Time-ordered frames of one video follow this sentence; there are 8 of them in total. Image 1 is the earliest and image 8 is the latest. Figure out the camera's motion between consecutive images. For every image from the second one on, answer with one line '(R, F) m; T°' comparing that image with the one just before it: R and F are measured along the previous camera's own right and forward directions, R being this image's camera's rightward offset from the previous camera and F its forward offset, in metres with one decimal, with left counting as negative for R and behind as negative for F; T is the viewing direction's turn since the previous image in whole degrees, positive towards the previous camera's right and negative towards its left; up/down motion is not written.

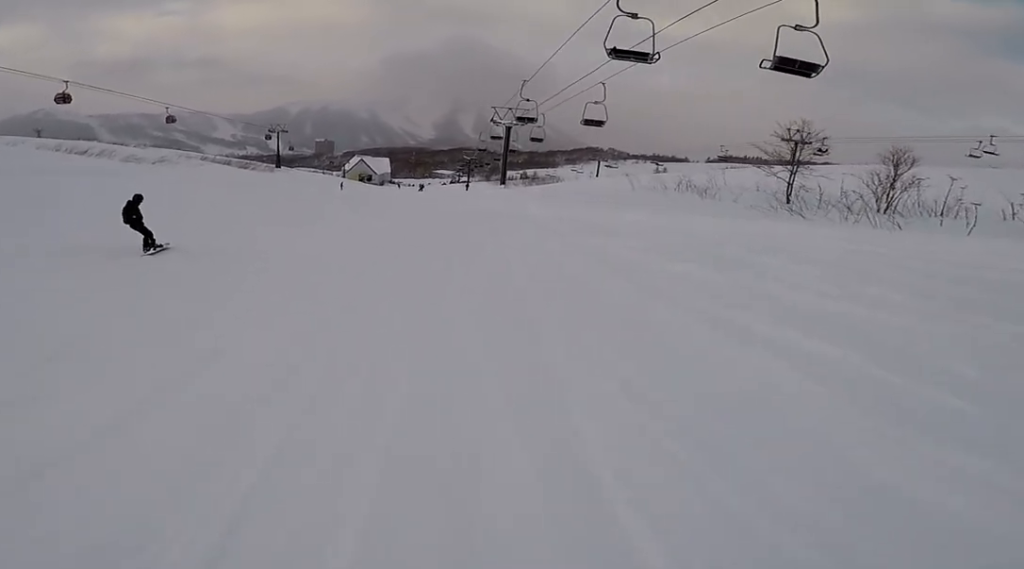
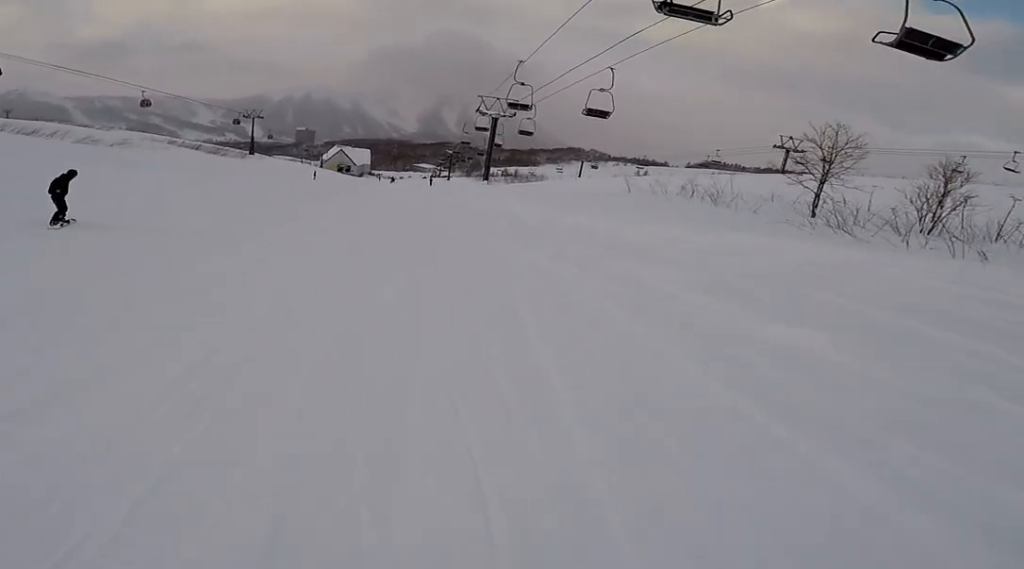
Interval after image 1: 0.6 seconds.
(0.0, +4.0) m; 0°
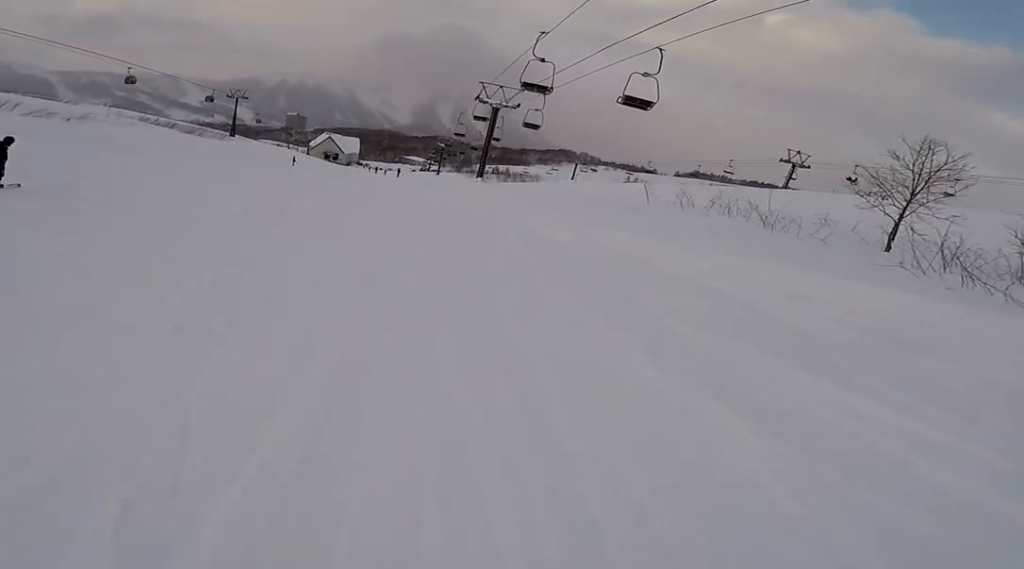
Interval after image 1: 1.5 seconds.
(0.0, +5.3) m; 0°
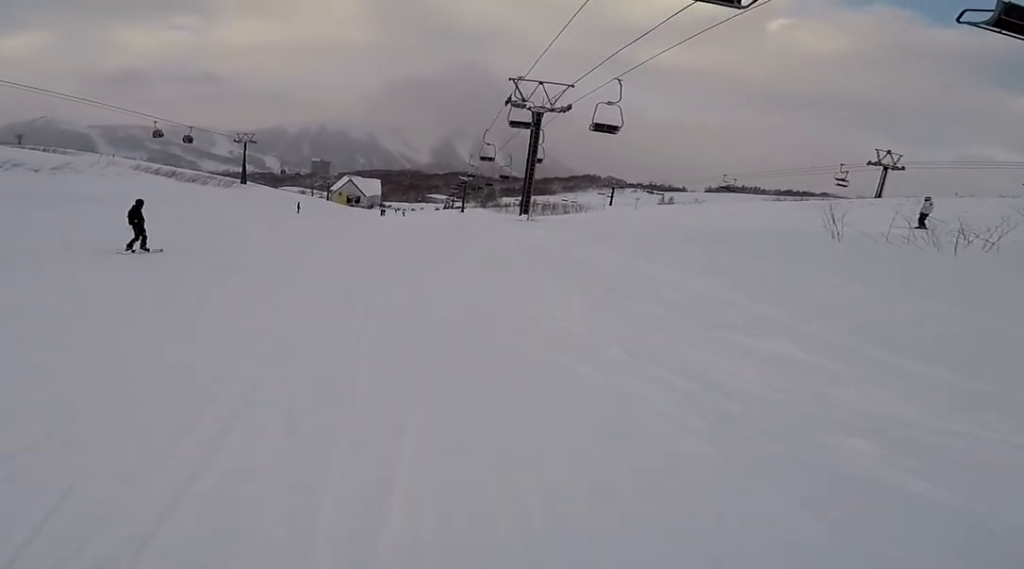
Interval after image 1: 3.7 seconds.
(-0.5, +12.3) m; -12°
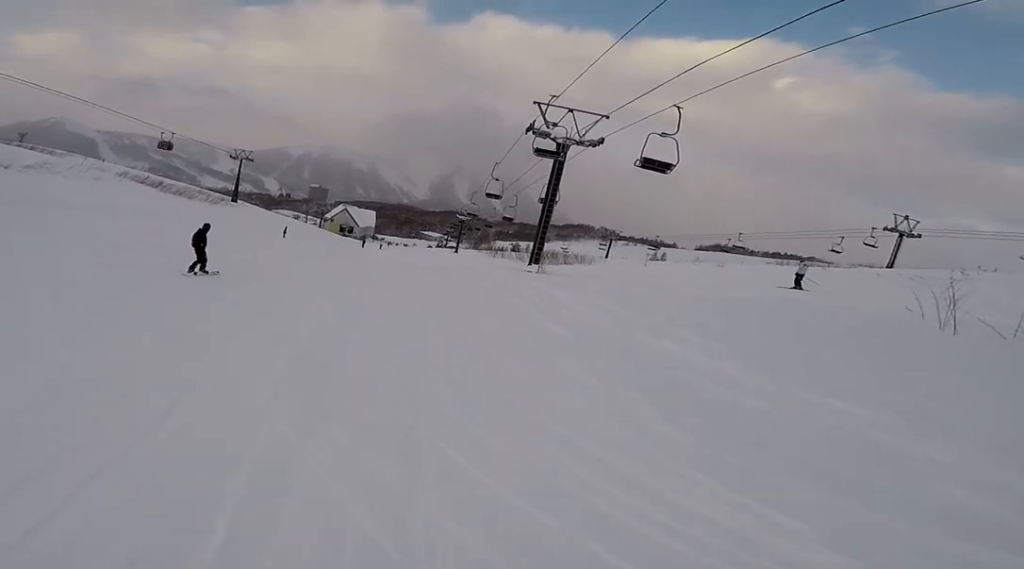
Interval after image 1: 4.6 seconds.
(-0.5, +4.6) m; +2°
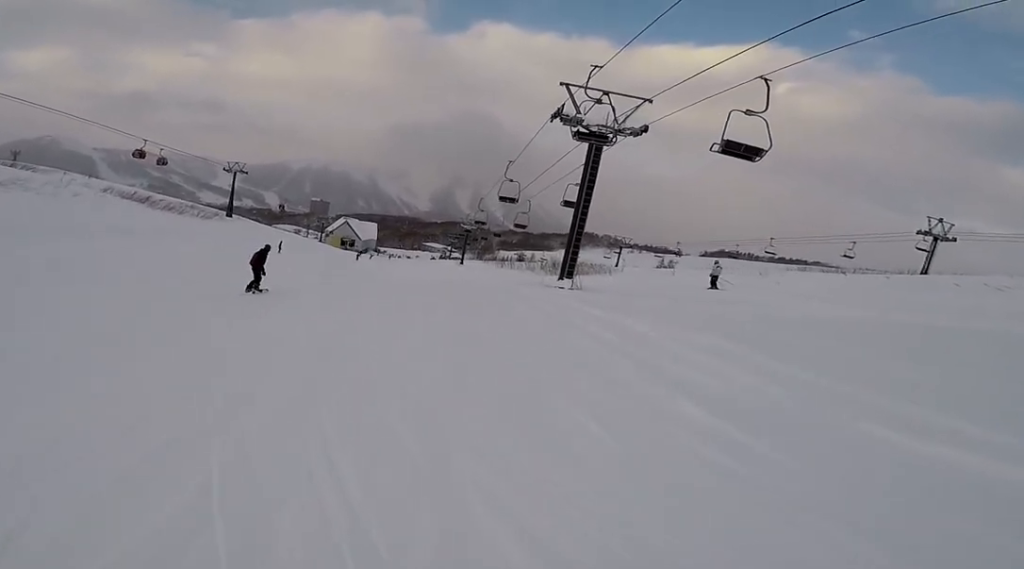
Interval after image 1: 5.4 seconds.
(+0.5, +4.4) m; +7°
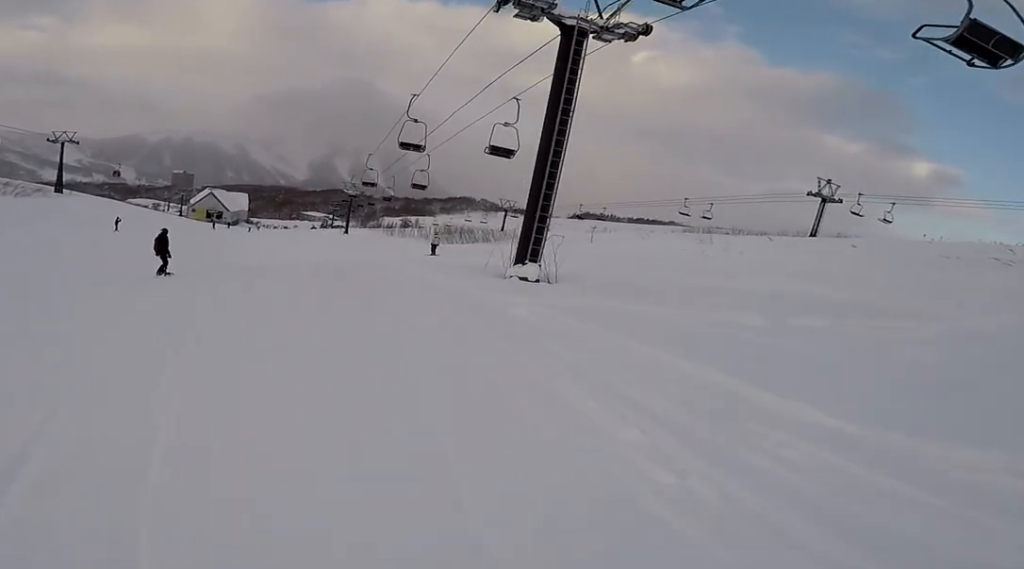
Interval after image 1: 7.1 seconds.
(+0.5, +8.7) m; +3°
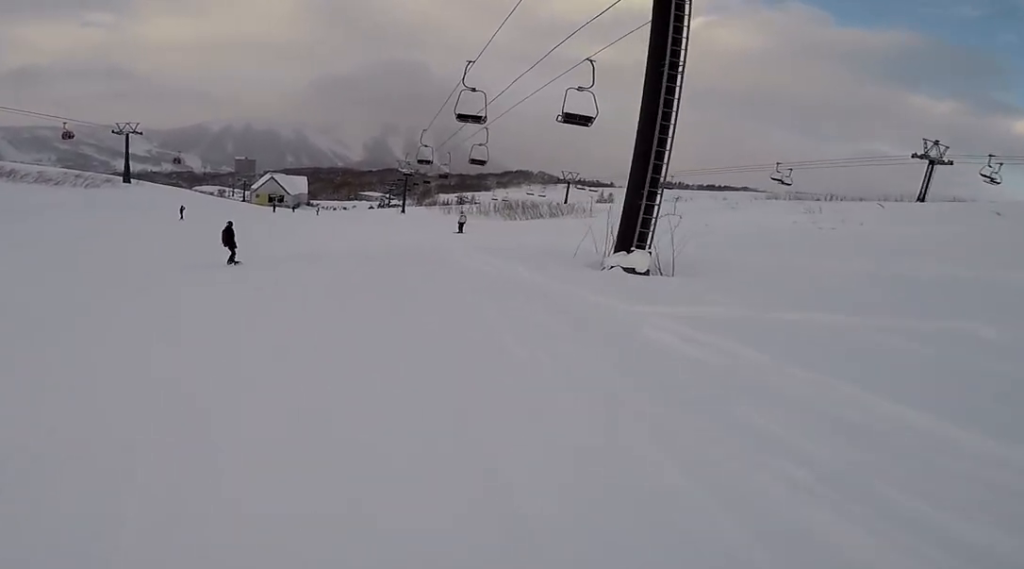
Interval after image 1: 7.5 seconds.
(0.0, +2.1) m; 0°
